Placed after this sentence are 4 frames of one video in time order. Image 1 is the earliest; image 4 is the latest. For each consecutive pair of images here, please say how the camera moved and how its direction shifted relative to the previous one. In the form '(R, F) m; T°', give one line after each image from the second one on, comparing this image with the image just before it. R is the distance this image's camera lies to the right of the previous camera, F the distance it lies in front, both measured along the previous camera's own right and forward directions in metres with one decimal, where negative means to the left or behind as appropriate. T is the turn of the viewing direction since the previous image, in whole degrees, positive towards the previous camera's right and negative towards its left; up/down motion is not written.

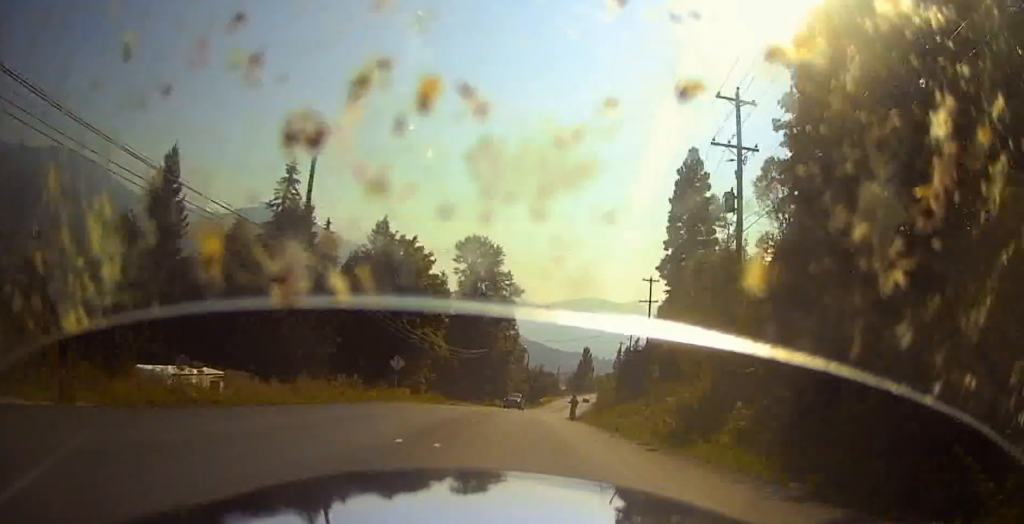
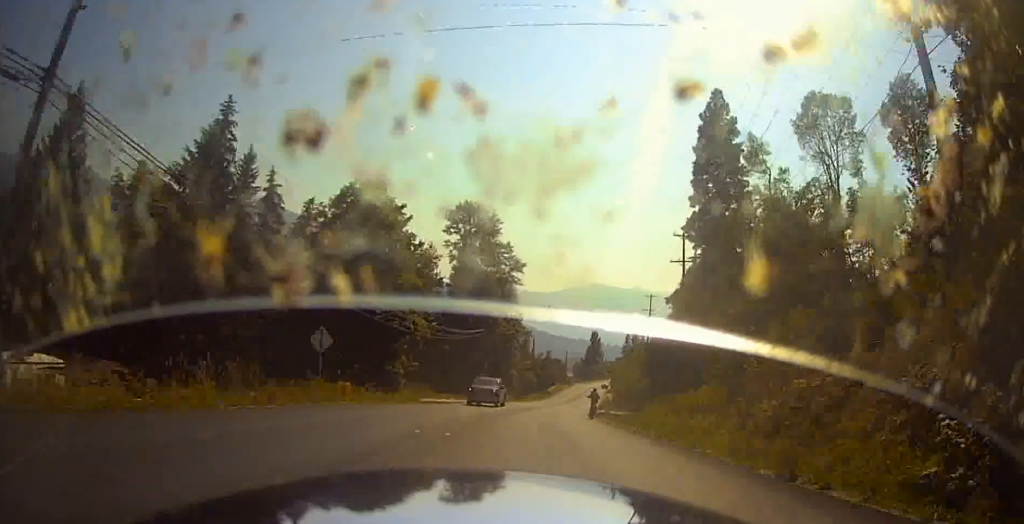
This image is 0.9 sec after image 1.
(+0.7, +13.6) m; +4°
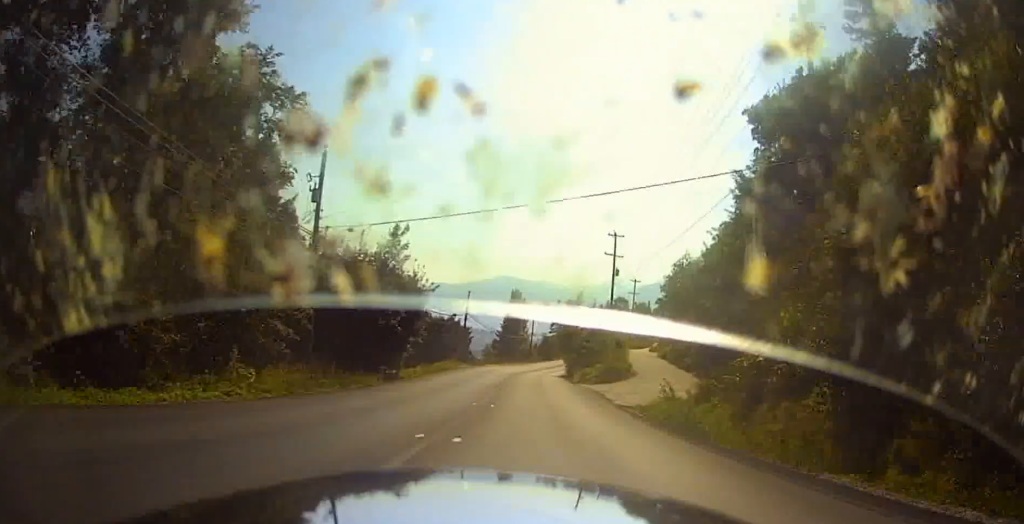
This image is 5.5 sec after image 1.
(+4.2, +69.8) m; +6°
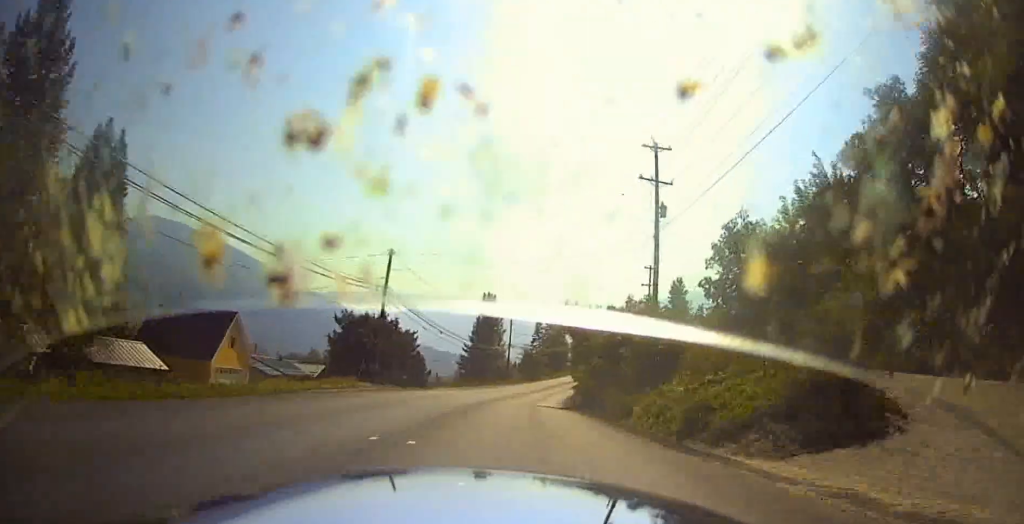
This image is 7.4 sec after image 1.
(+1.2, +28.3) m; +3°
